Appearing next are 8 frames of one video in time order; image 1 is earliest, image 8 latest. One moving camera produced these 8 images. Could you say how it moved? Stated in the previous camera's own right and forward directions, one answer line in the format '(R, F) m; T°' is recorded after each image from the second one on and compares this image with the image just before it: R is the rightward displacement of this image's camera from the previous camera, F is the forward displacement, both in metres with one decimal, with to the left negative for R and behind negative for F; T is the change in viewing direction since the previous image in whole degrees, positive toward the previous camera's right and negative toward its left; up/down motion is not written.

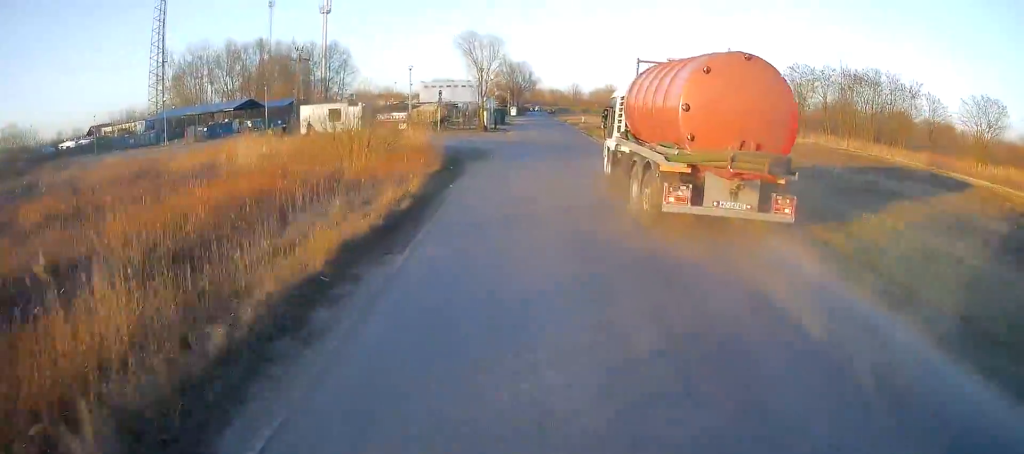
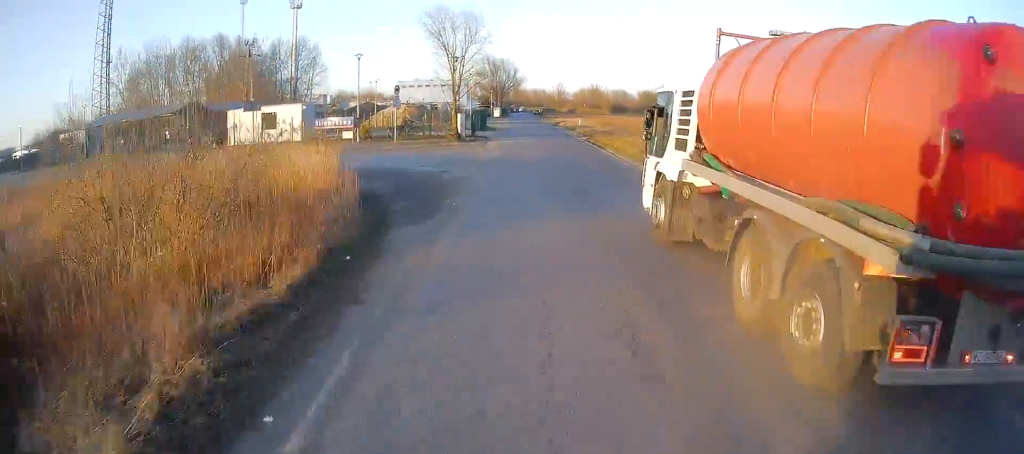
(+0.1, +12.3) m; 0°
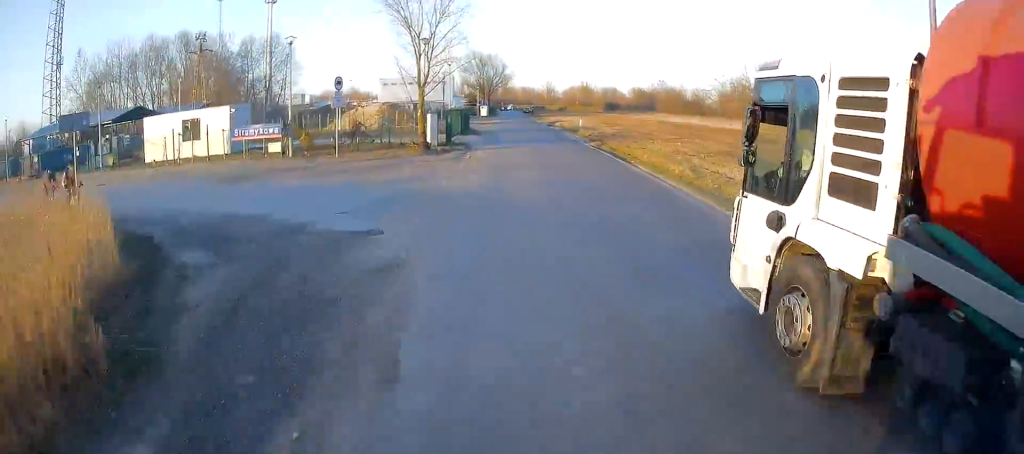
(0.0, +10.0) m; 0°
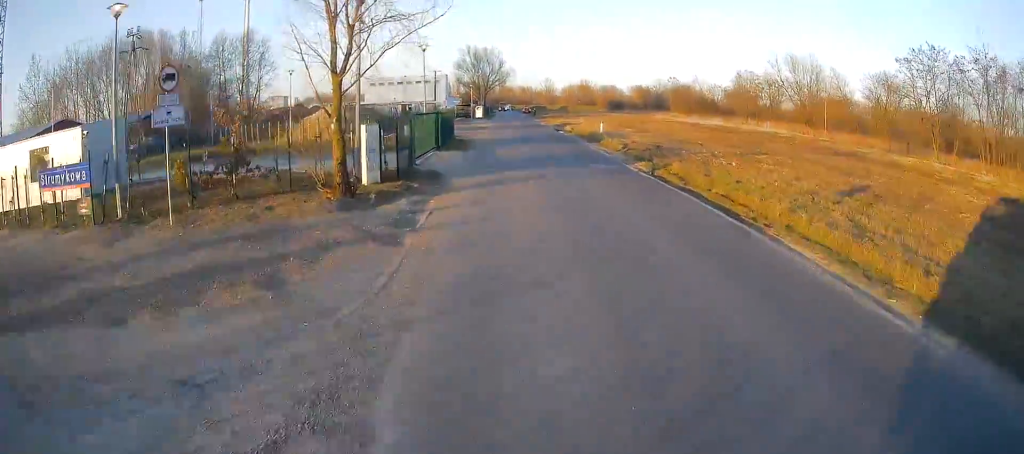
(0.0, +13.2) m; +1°
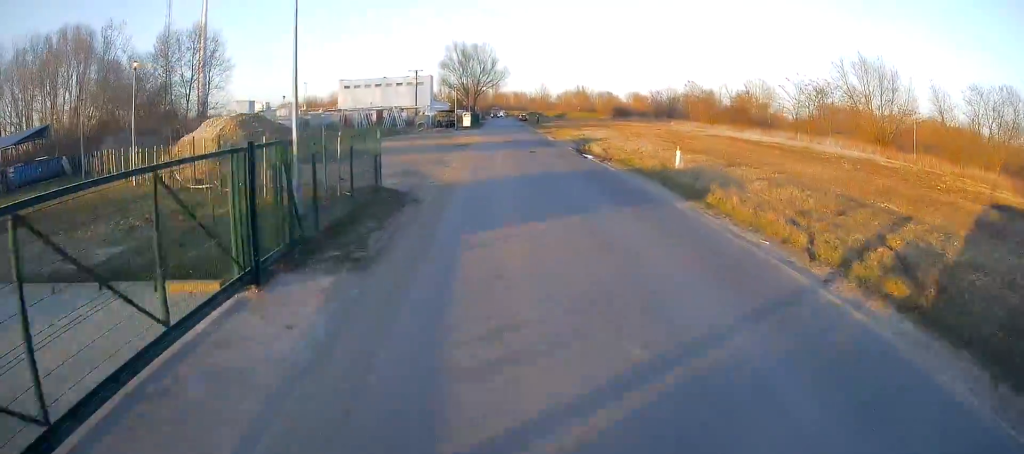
(+0.4, +20.3) m; +1°
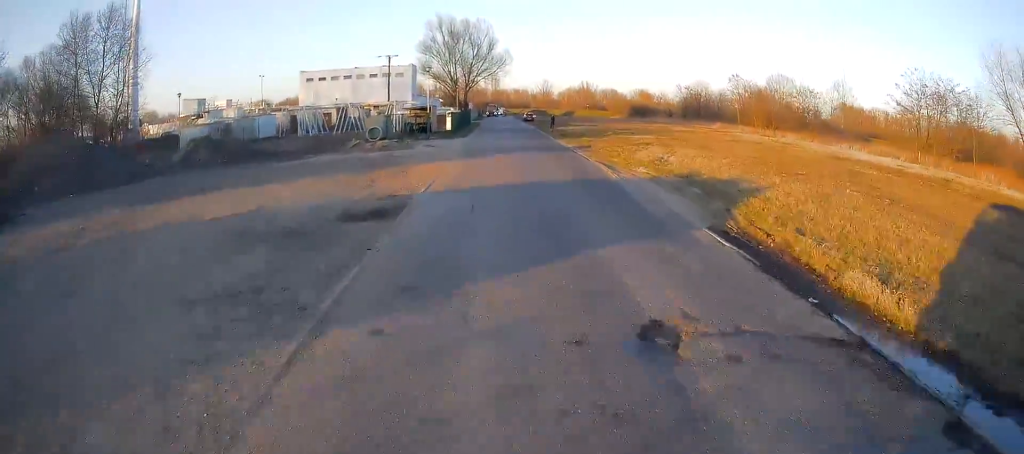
(-0.3, +26.2) m; -1°
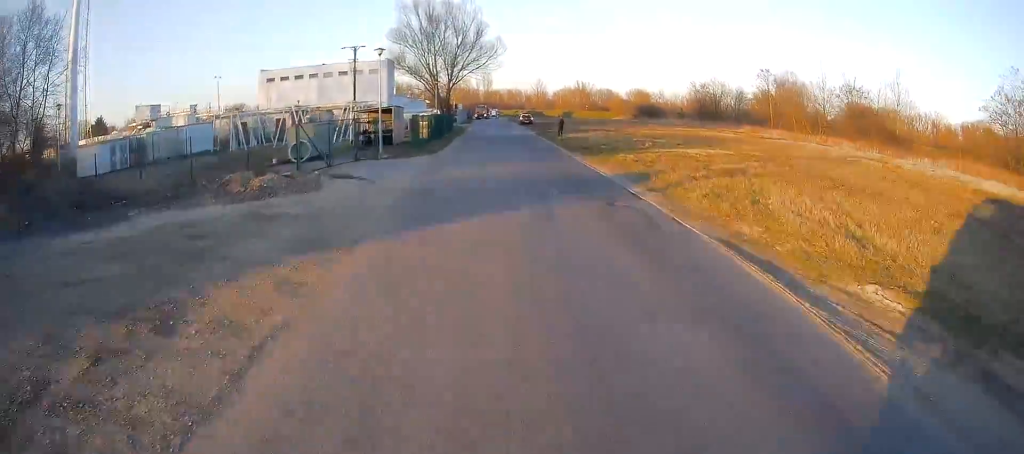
(+0.2, +15.4) m; +1°
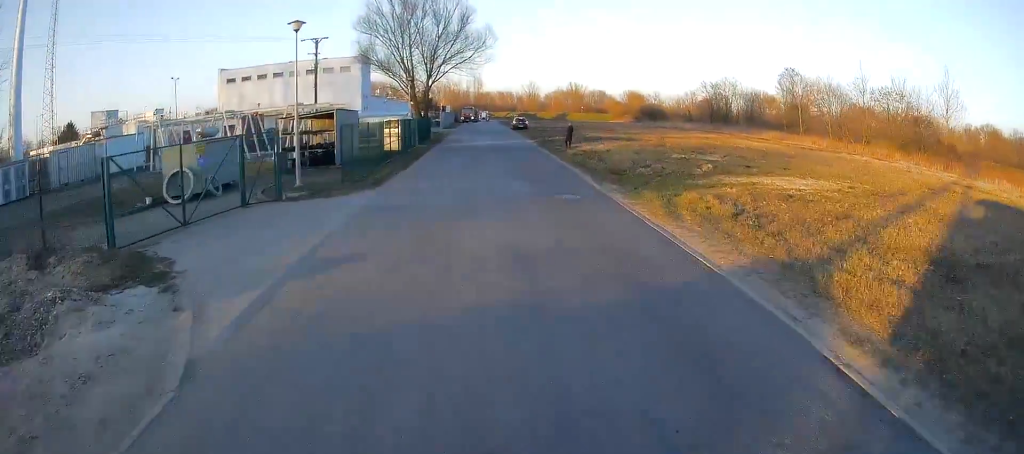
(+0.1, +11.4) m; +1°
